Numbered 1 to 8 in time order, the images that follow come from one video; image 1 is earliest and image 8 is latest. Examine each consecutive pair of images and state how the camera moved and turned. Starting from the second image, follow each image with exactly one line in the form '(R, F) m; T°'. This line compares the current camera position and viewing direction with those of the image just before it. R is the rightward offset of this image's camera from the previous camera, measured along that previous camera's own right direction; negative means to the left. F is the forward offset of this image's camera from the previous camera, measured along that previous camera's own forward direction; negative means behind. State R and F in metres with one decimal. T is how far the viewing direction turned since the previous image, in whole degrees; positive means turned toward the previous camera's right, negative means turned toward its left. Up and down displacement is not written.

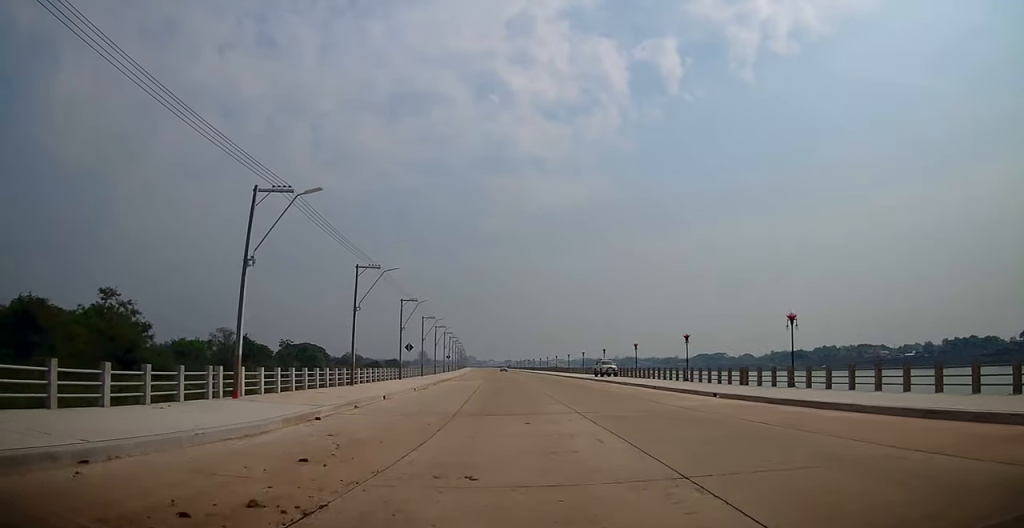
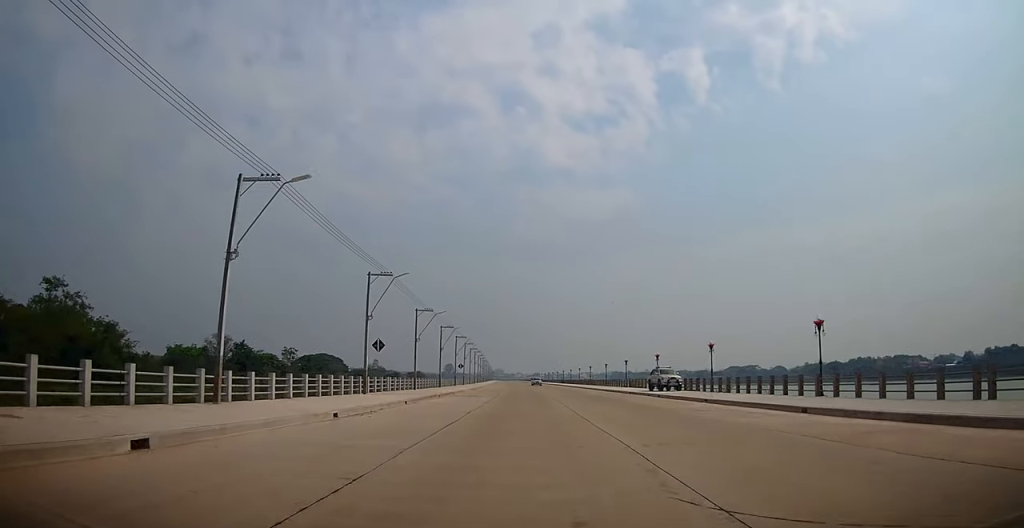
(-0.5, +17.4) m; -4°
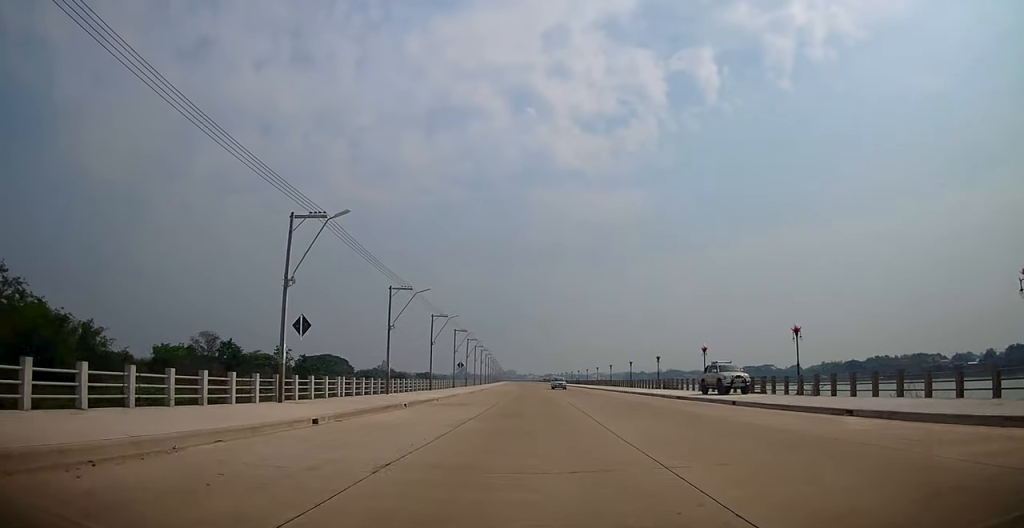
(-0.3, +12.7) m; -1°
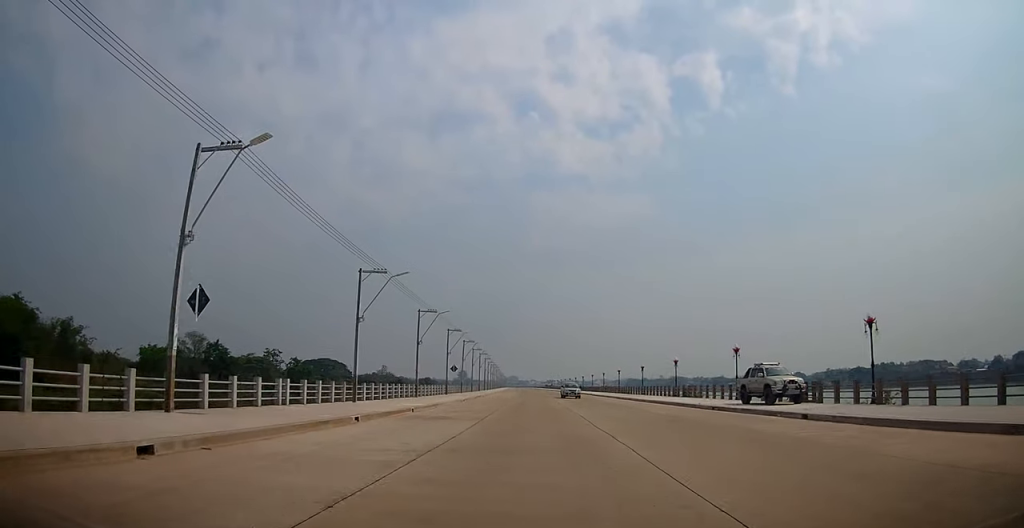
(0.0, +7.0) m; 0°
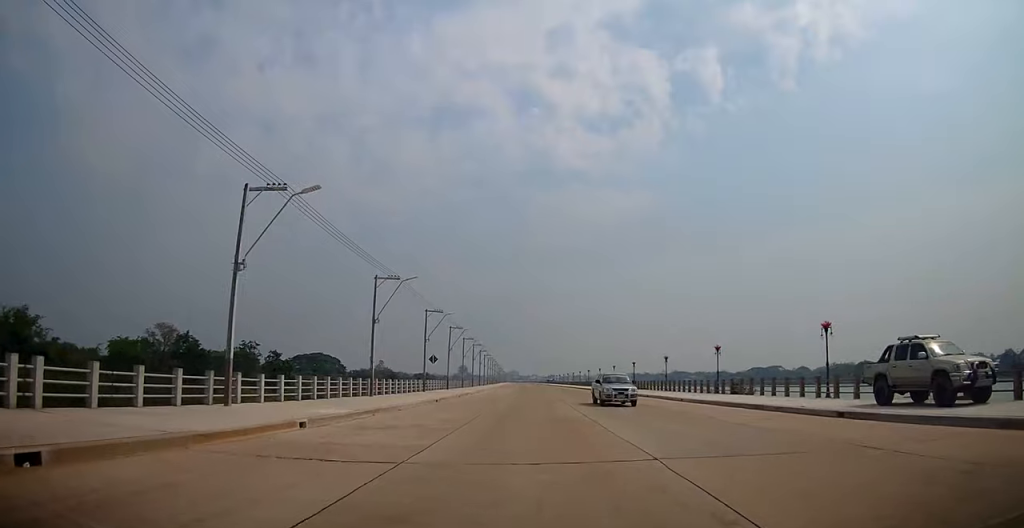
(0.0, +12.6) m; 0°
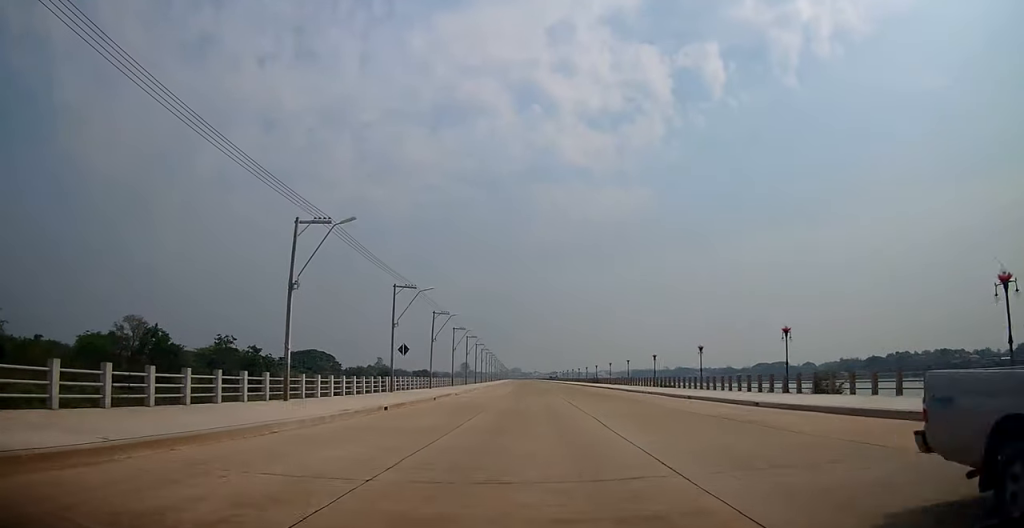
(-0.1, +11.6) m; -1°
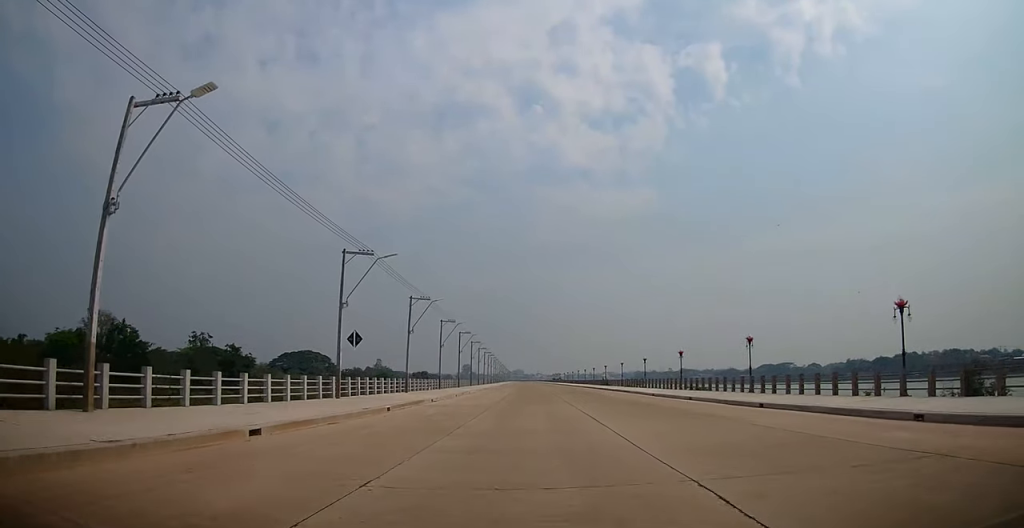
(-0.1, +10.5) m; -1°
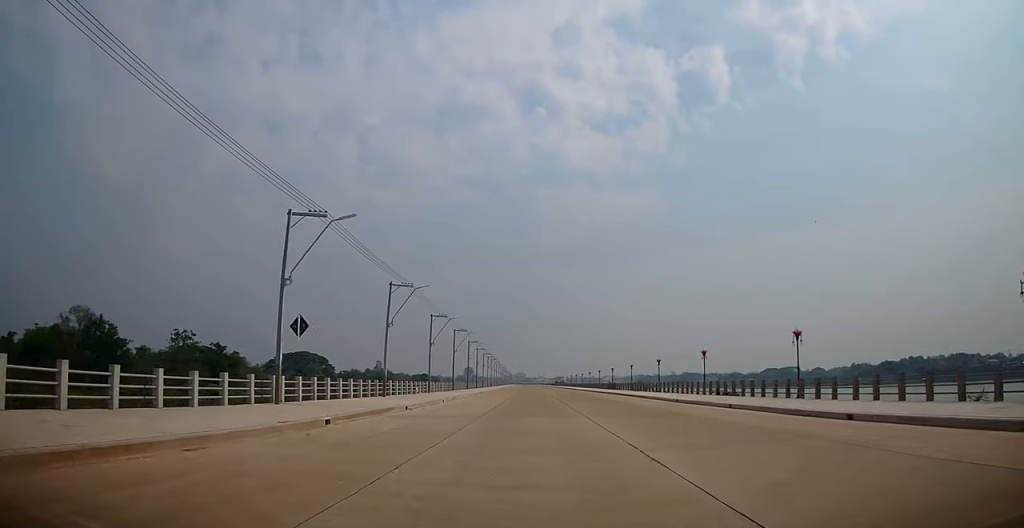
(0.0, +6.7) m; 0°
